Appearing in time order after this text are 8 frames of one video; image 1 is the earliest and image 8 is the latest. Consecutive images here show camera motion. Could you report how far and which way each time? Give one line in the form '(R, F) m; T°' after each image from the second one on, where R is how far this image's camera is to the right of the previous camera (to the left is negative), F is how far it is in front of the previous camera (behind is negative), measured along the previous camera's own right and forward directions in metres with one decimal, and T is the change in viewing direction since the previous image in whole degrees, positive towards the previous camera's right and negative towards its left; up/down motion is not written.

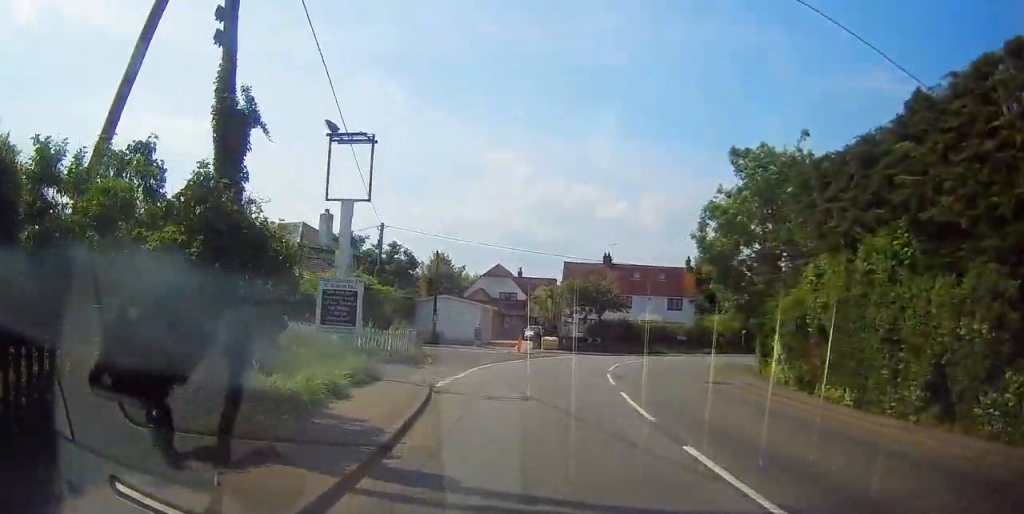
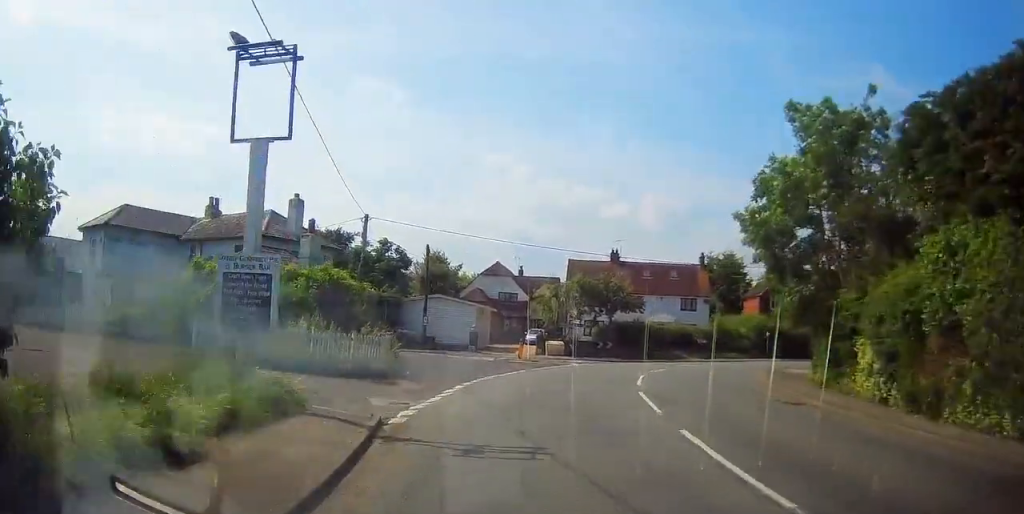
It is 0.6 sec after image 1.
(-0.1, +4.9) m; +1°
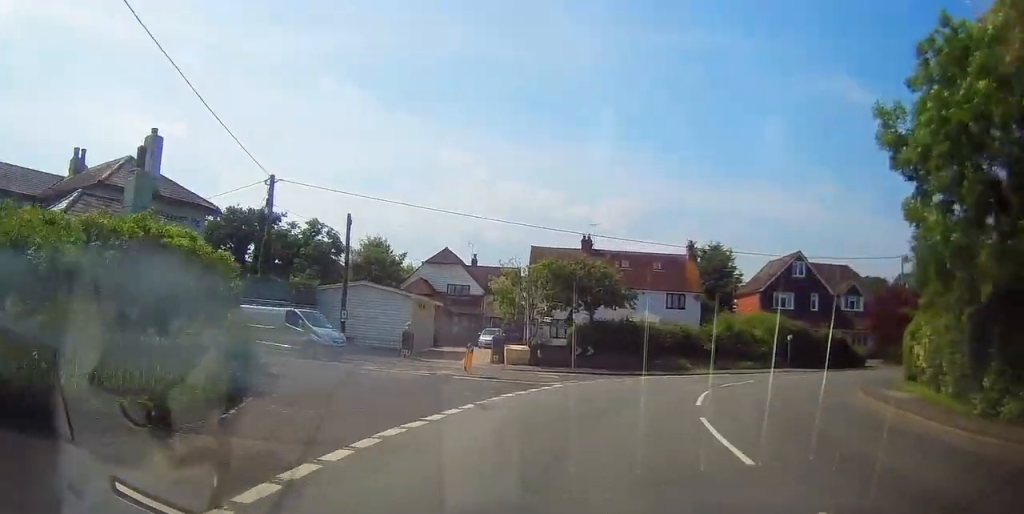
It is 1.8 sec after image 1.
(+0.3, +10.4) m; +9°
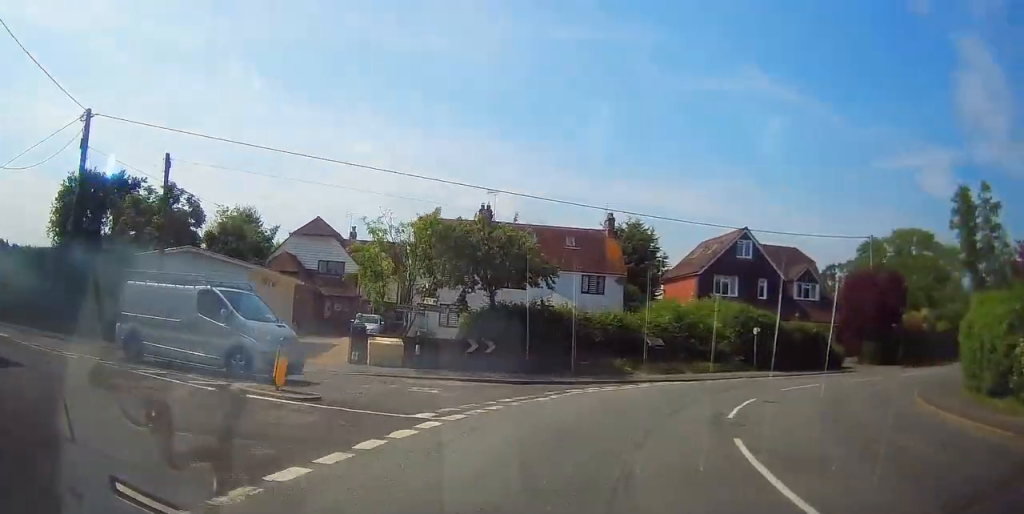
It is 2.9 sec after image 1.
(+1.0, +8.7) m; +12°
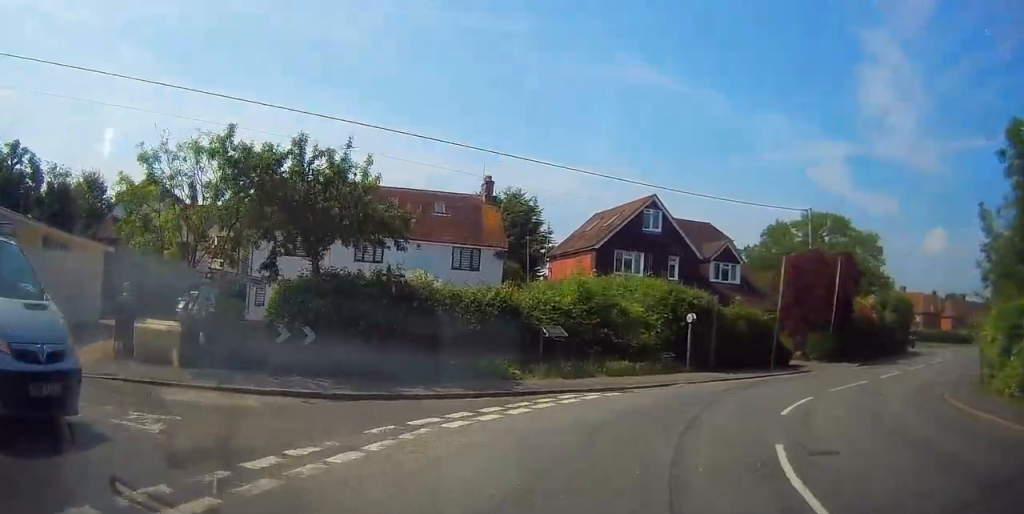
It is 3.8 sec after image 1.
(+0.6, +7.7) m; +14°
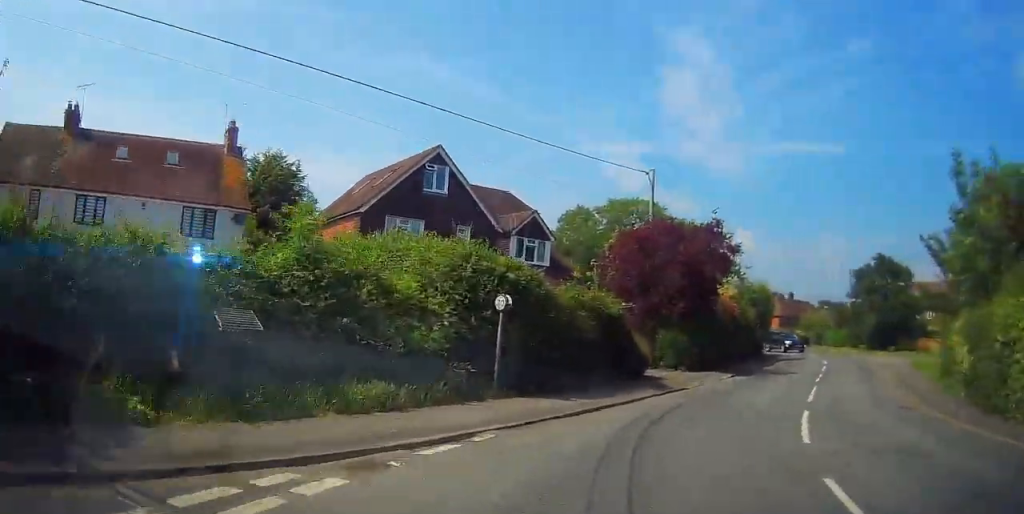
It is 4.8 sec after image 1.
(+1.6, +8.5) m; +18°
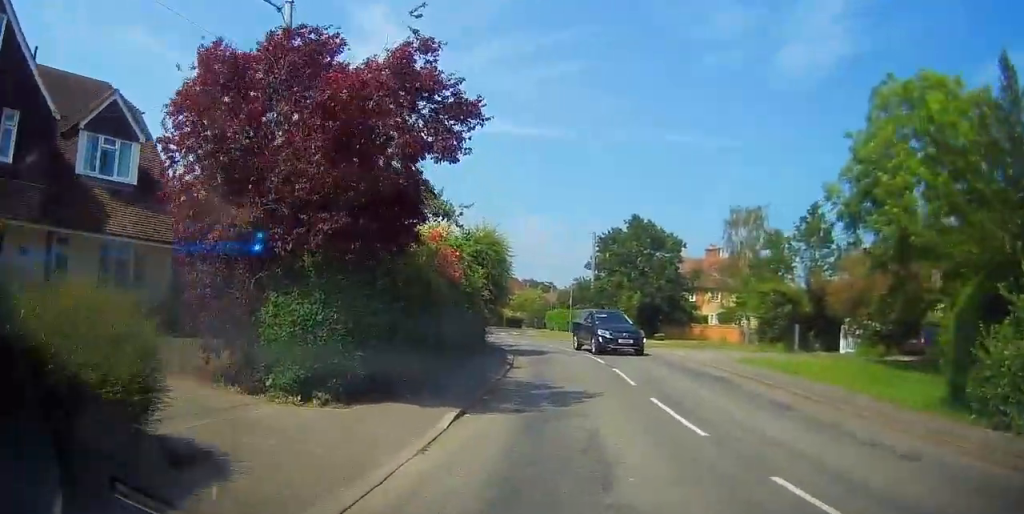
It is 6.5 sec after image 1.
(+2.7, +13.8) m; +16°
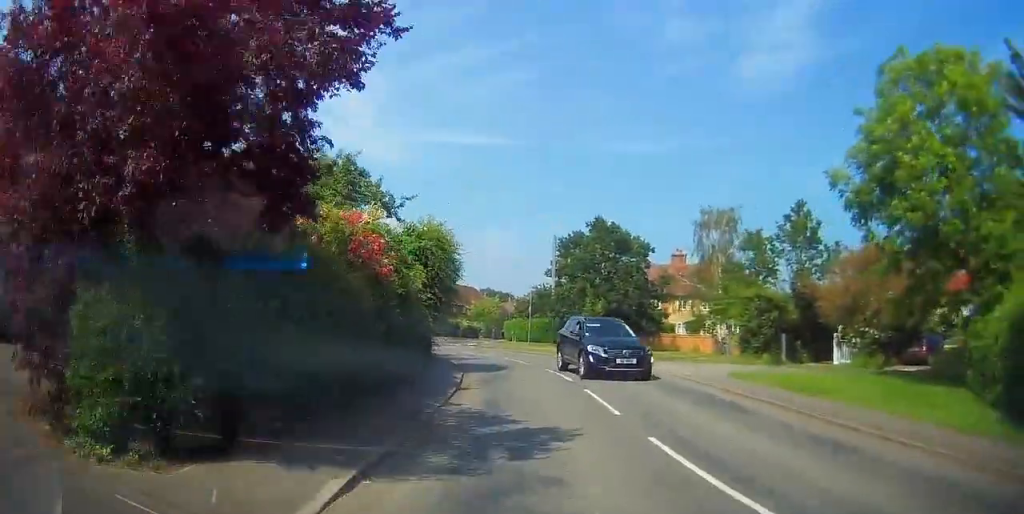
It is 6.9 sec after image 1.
(+0.1, +3.5) m; +2°
